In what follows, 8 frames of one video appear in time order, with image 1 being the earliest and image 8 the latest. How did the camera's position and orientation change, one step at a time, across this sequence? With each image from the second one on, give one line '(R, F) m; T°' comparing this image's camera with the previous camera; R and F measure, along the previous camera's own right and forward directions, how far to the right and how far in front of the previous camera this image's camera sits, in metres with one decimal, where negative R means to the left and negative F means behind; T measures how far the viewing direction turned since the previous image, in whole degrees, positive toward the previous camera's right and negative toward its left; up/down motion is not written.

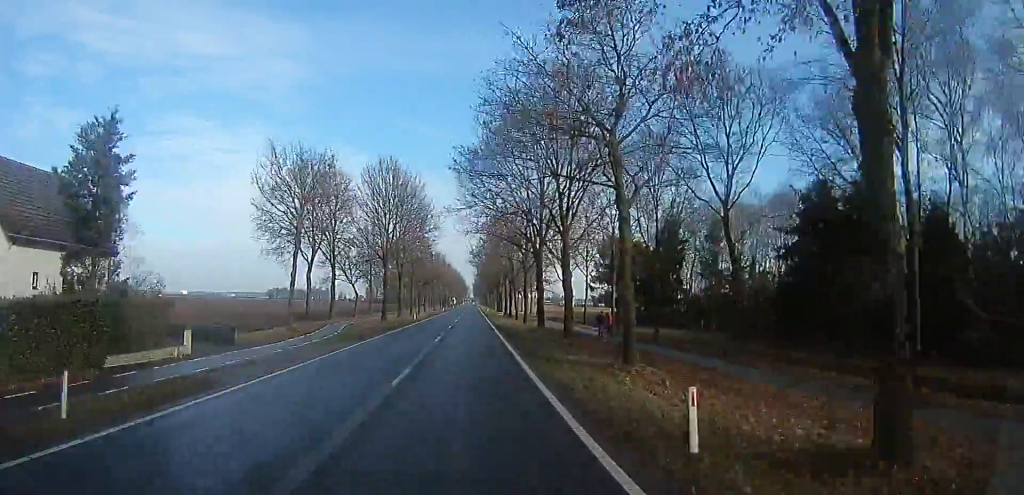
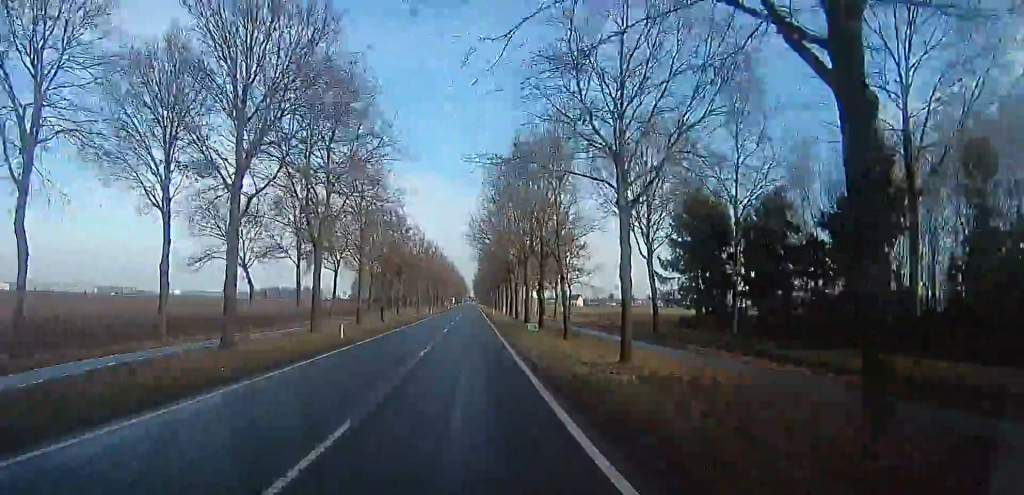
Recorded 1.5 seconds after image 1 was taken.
(0.0, +30.6) m; 0°
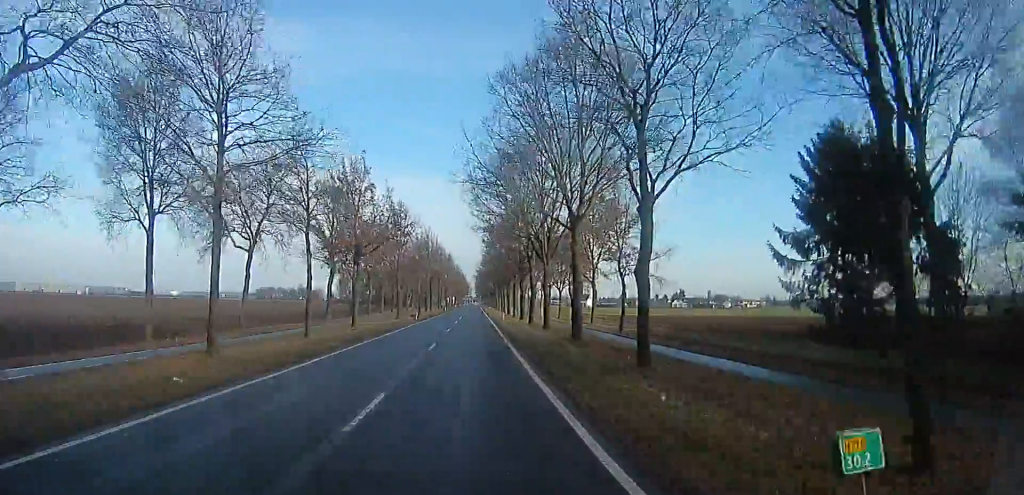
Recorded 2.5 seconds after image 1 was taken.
(0.0, +21.5) m; 0°
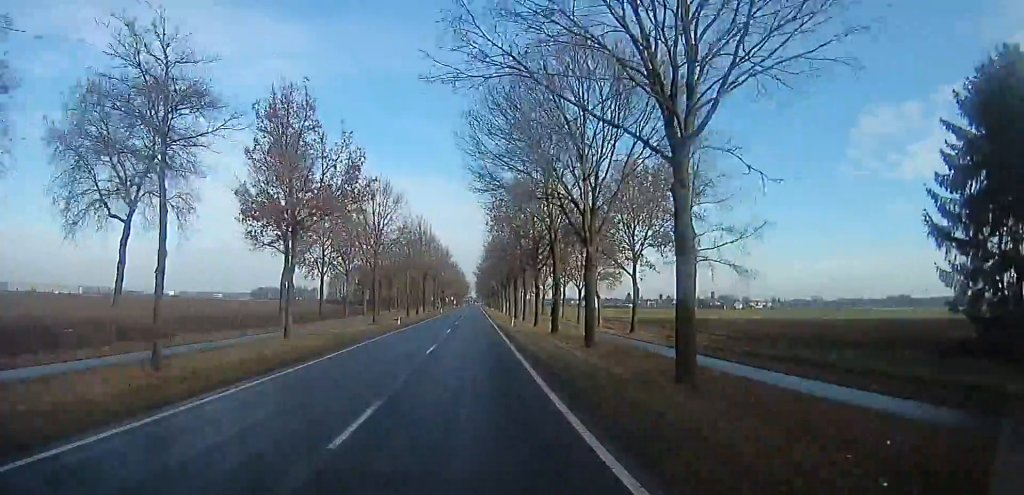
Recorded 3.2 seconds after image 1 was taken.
(0.0, +12.9) m; 0°
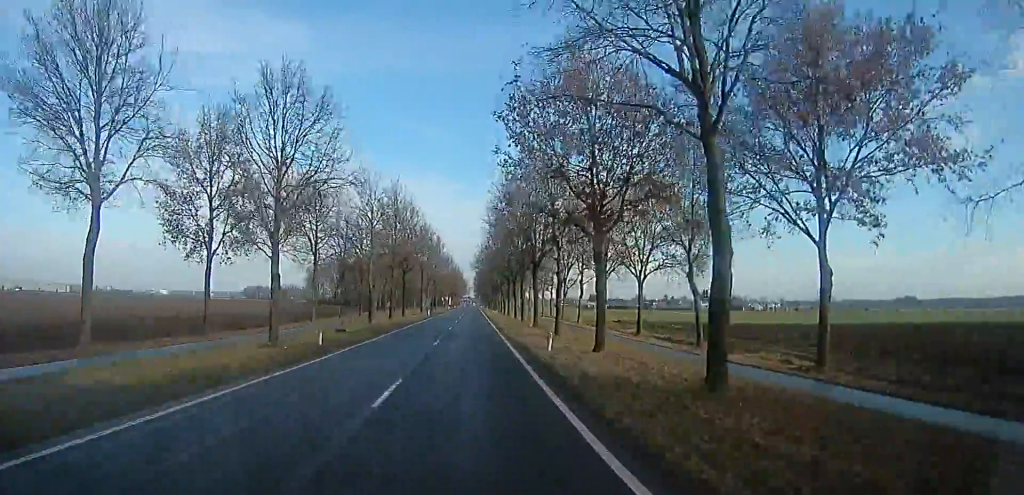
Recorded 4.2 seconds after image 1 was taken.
(-0.1, +21.7) m; 0°
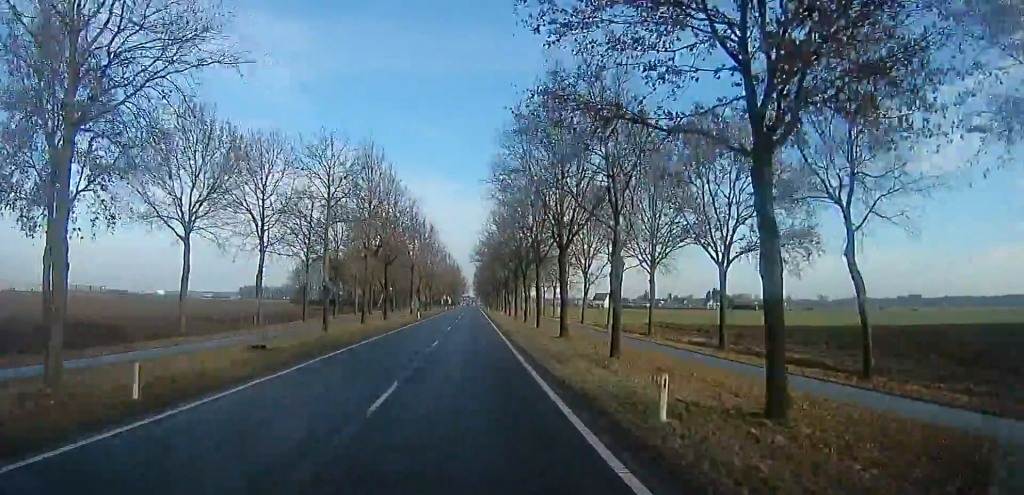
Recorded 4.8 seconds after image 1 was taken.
(0.0, +12.5) m; 0°
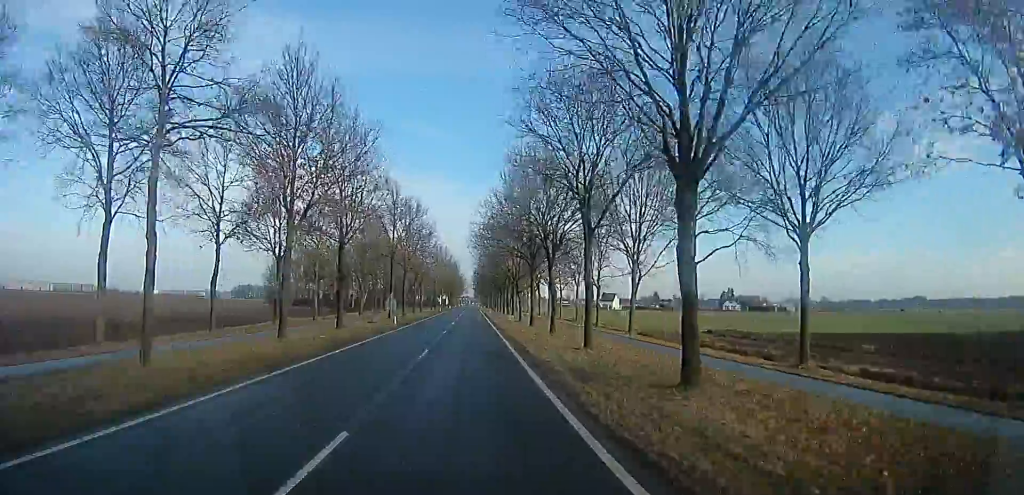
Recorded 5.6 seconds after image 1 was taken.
(0.0, +16.6) m; +1°
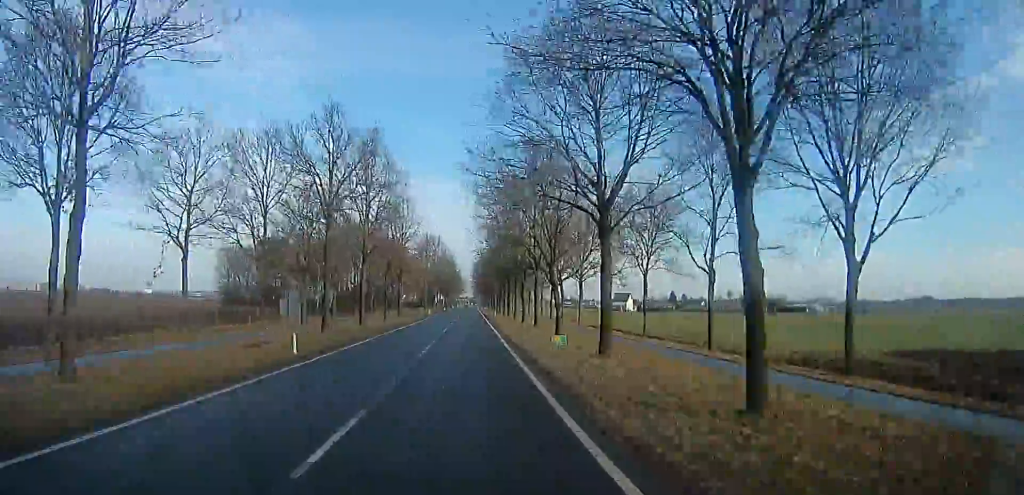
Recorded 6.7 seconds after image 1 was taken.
(+0.3, +22.9) m; 0°
